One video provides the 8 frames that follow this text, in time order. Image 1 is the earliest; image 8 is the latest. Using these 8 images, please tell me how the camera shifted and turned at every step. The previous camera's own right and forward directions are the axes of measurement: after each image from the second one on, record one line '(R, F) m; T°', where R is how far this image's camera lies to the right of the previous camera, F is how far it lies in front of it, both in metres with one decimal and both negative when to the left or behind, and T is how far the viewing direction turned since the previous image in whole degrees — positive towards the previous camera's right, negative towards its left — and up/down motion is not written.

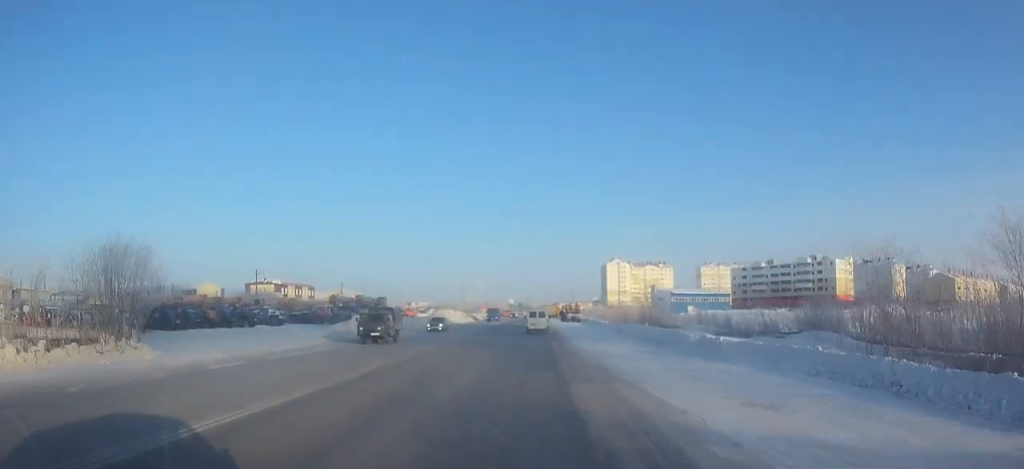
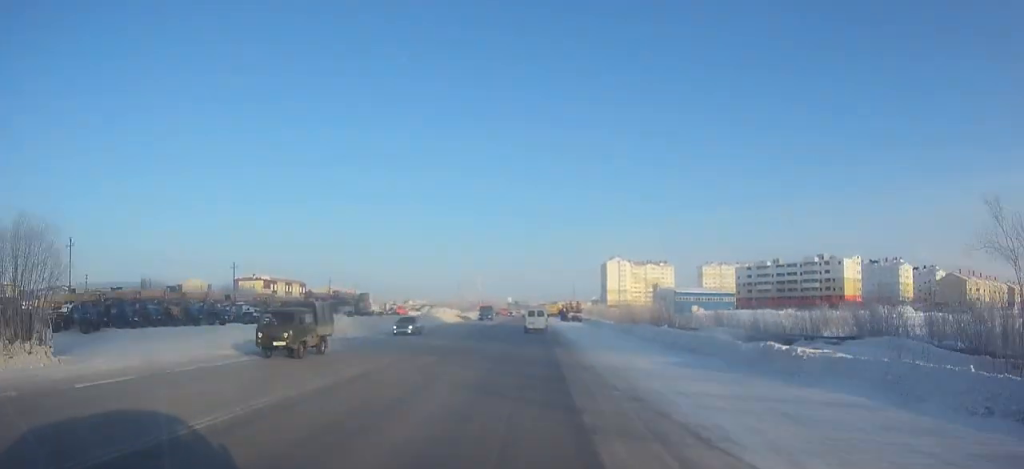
(0.0, +7.6) m; 0°
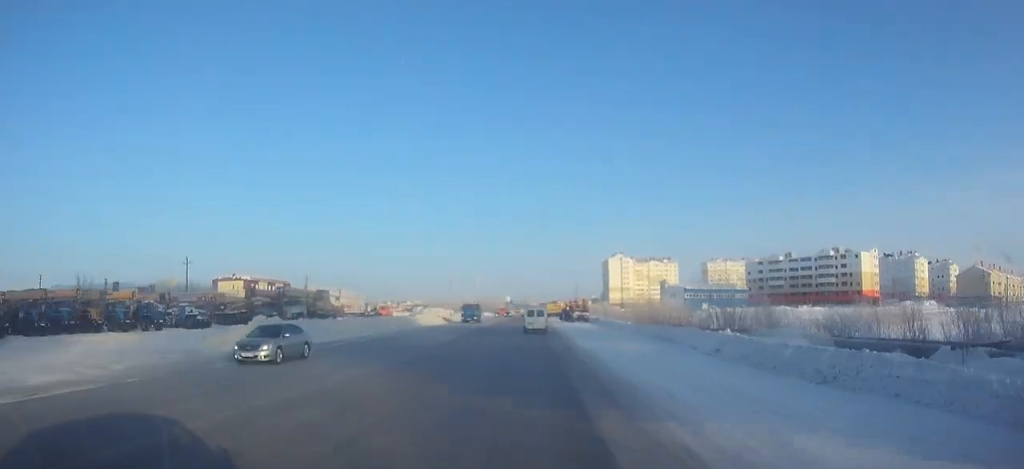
(0.0, +14.0) m; 0°
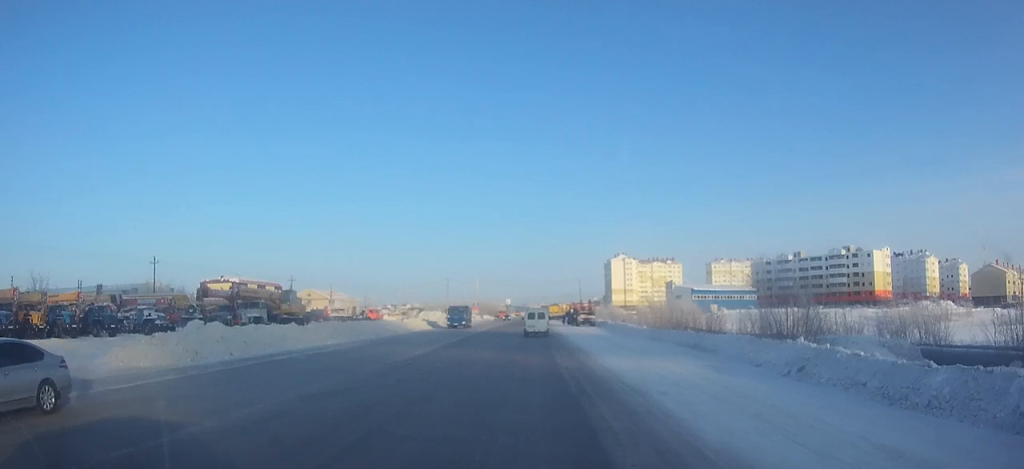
(0.0, +8.2) m; 0°
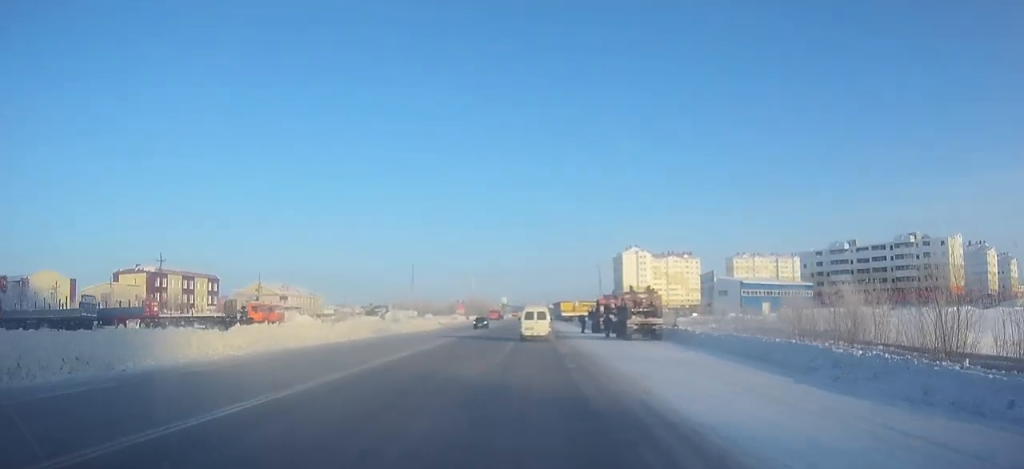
(-0.1, +42.5) m; 0°
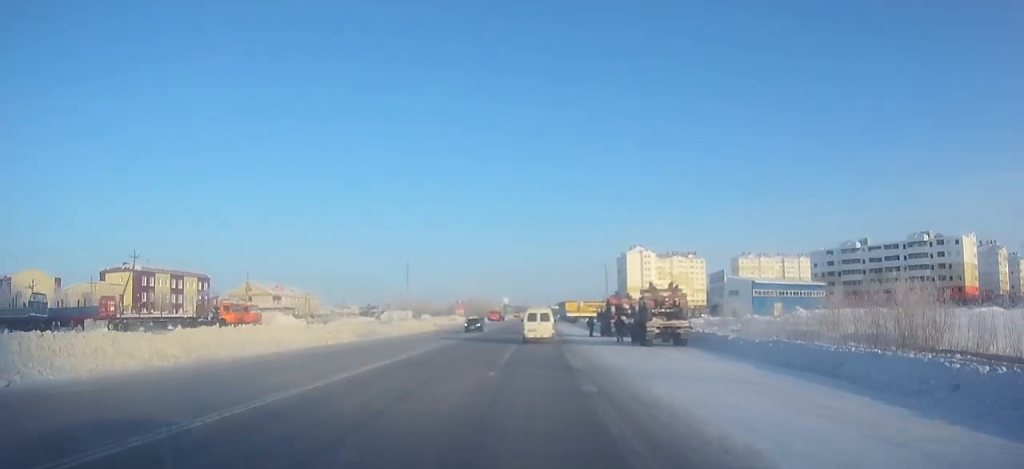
(0.0, +6.1) m; 0°
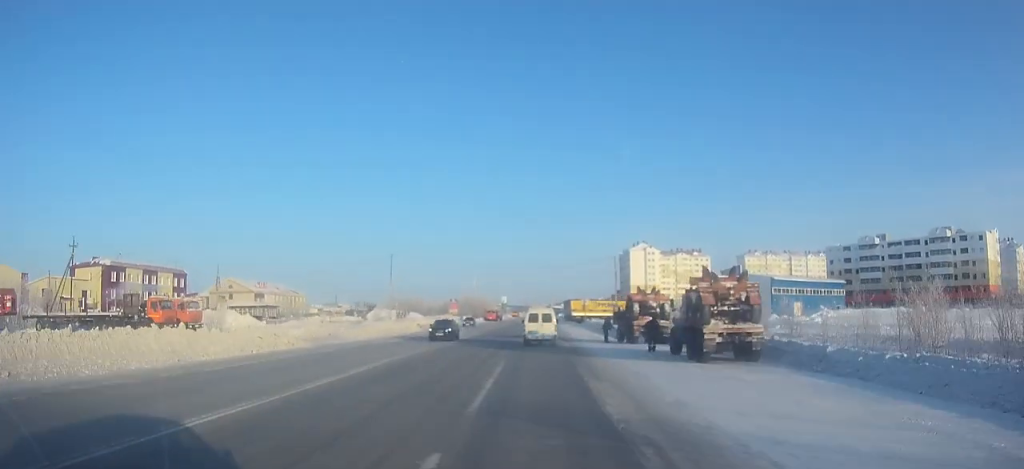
(0.0, +11.2) m; +1°
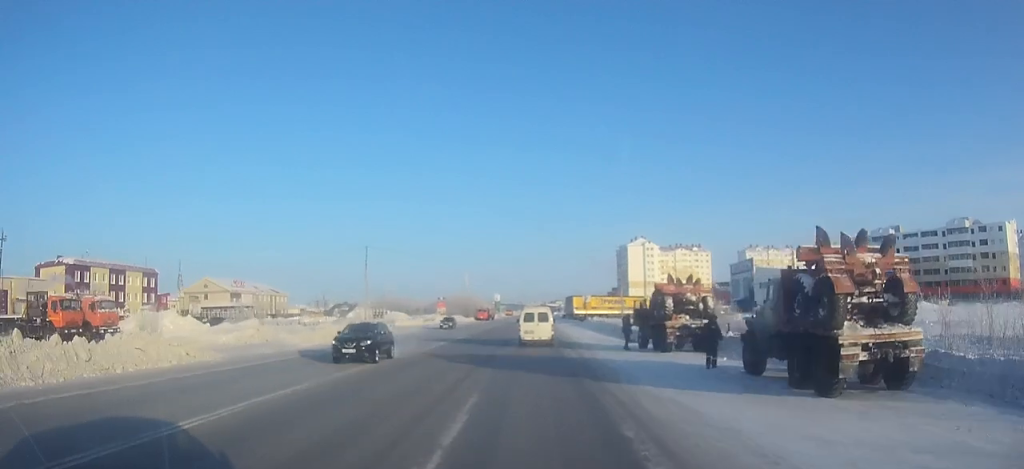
(+0.1, +10.7) m; 0°
